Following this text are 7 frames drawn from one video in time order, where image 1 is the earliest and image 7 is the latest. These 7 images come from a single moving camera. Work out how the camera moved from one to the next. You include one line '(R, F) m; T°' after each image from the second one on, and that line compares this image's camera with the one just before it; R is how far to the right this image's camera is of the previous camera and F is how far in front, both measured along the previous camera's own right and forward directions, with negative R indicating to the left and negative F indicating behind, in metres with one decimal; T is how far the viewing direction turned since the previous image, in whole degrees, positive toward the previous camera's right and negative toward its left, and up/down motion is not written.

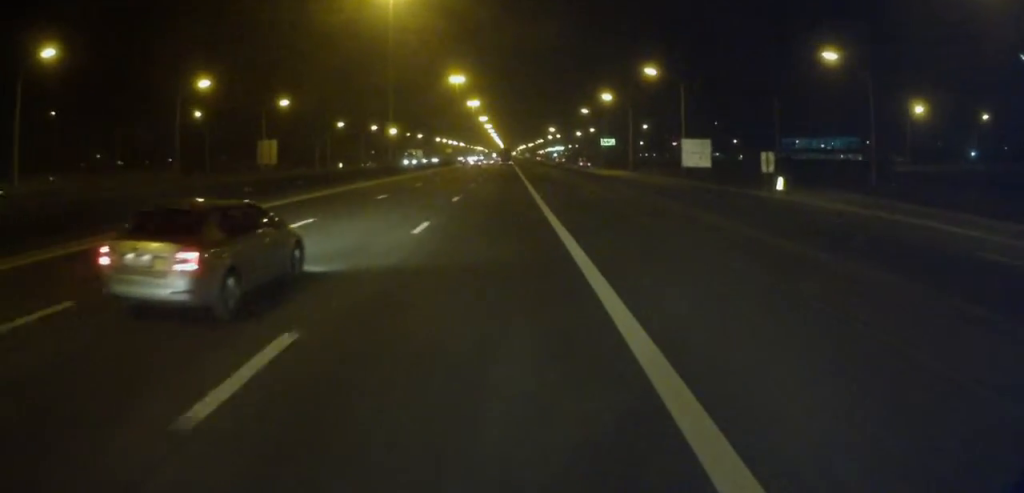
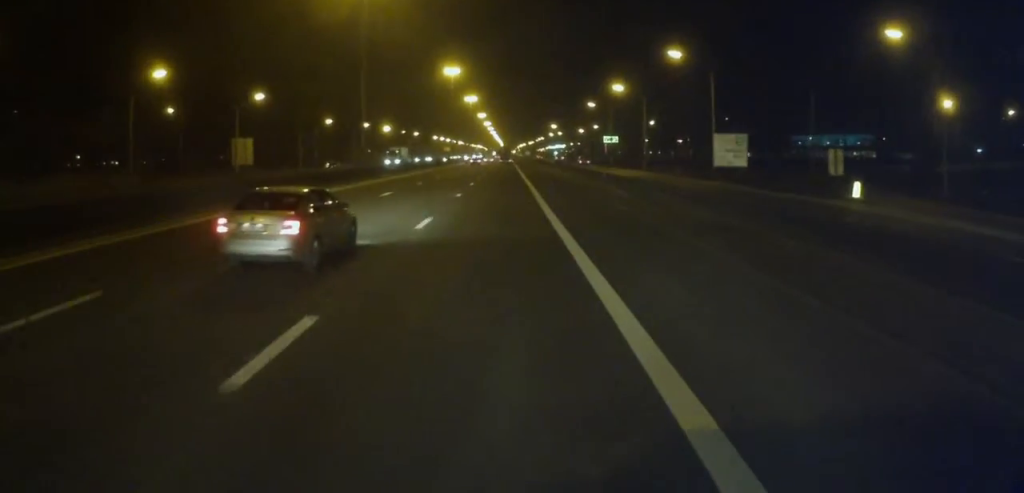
(+0.3, +11.7) m; 0°
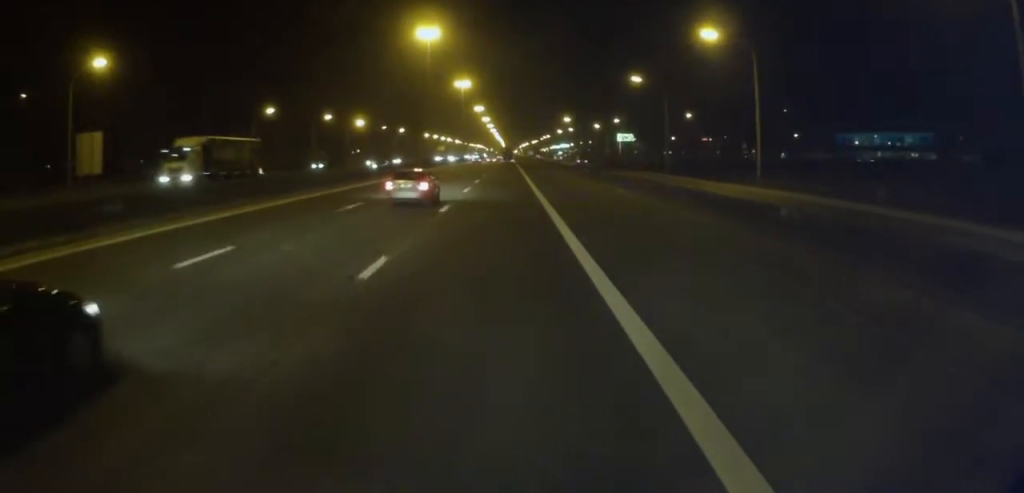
(-0.7, +44.4) m; -1°
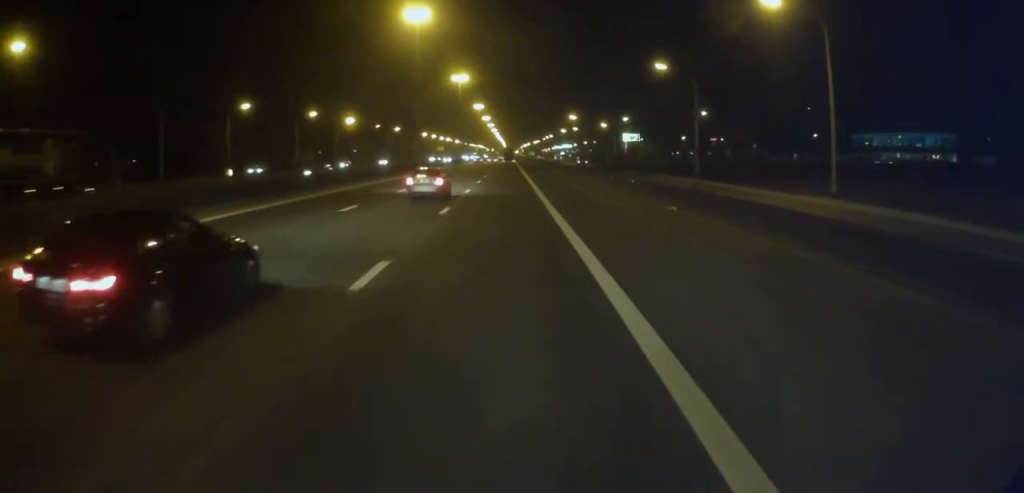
(0.0, +13.3) m; 0°
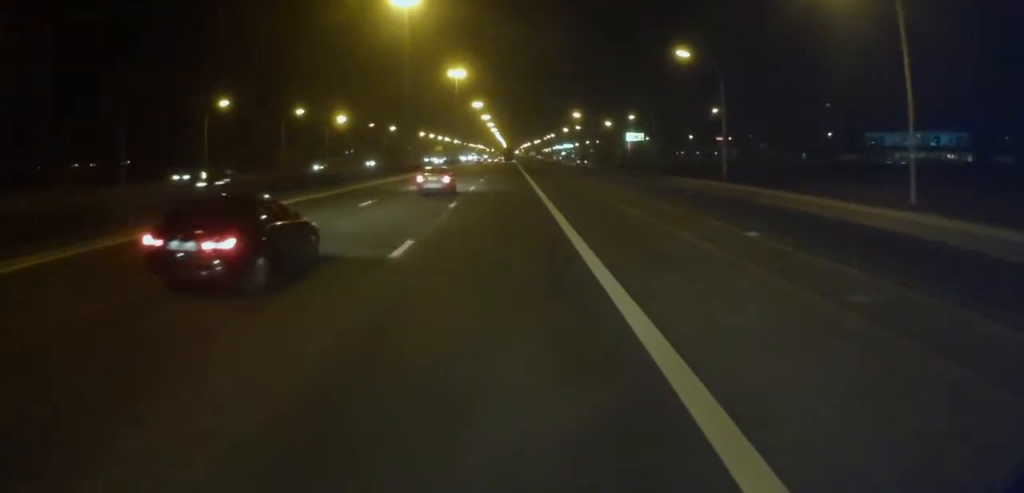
(0.0, +9.4) m; 0°
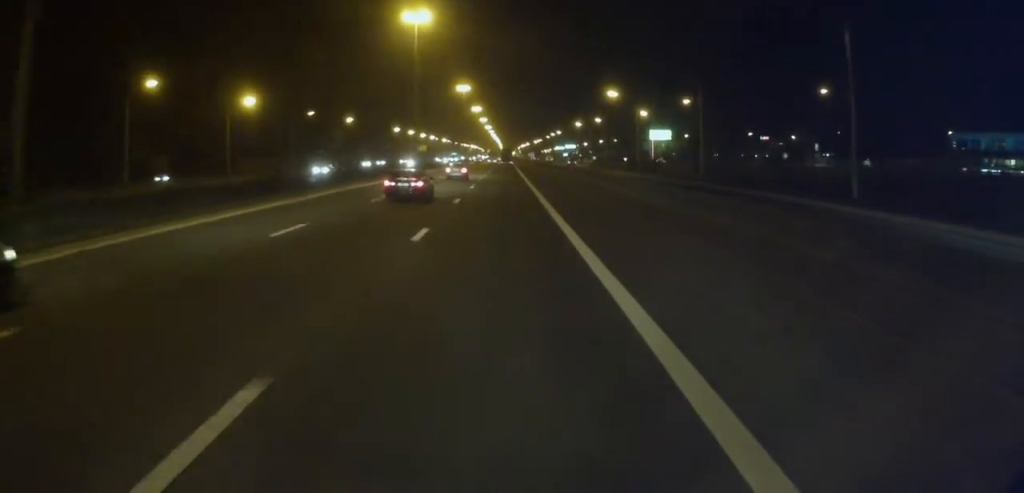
(+0.1, +59.6) m; 0°
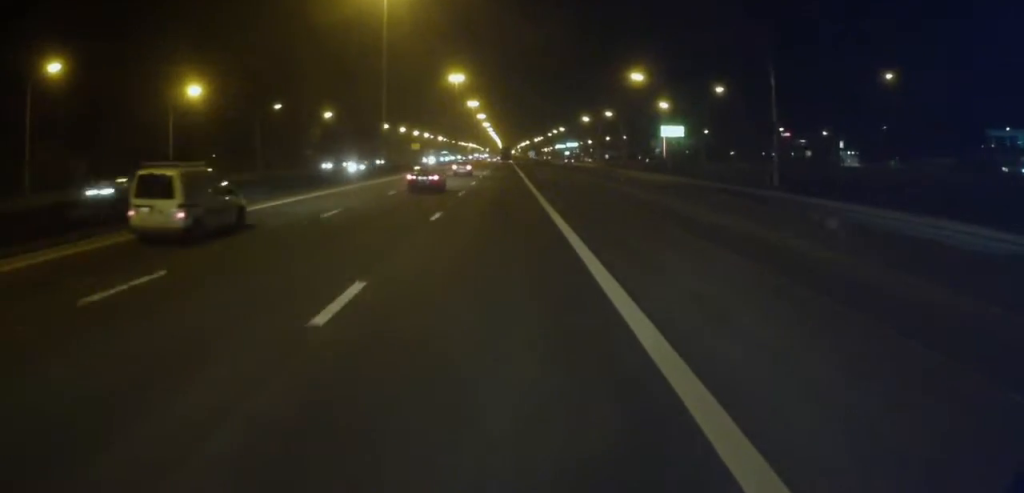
(0.0, +20.2) m; +1°
